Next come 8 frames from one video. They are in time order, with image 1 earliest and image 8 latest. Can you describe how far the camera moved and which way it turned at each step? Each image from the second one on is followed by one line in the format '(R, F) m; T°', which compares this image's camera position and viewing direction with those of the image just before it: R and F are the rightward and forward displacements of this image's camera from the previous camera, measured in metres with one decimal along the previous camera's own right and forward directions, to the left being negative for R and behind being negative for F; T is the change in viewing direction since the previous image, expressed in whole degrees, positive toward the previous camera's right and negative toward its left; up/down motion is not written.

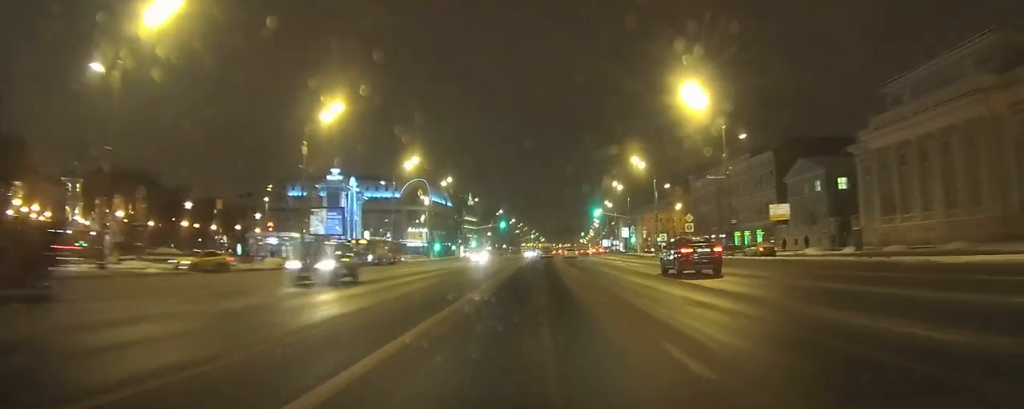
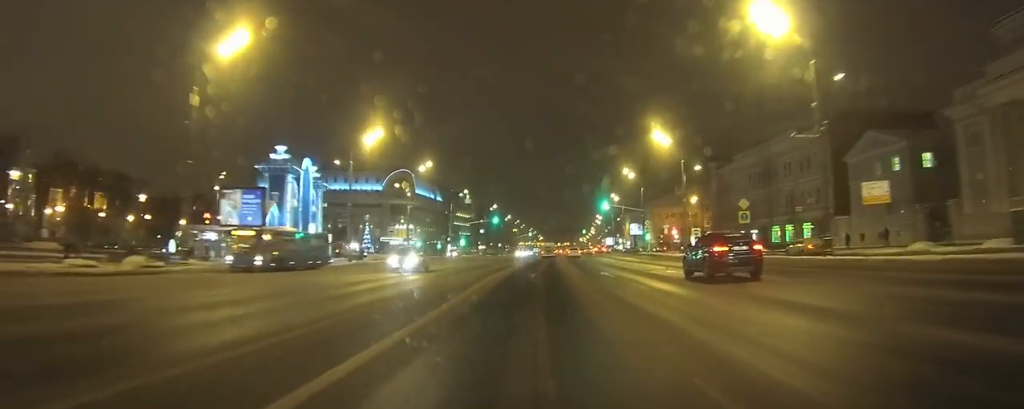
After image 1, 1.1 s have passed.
(+0.1, +17.8) m; +1°
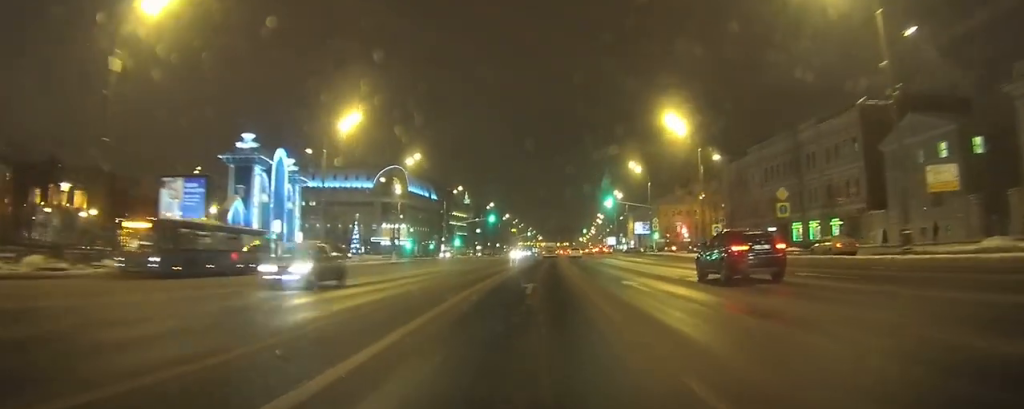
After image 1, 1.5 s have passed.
(0.0, +7.4) m; 0°
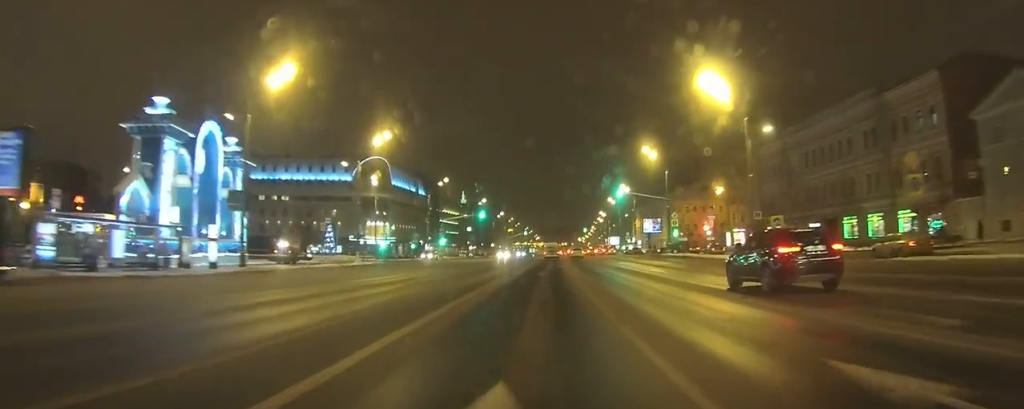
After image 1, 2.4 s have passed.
(0.0, +13.6) m; 0°
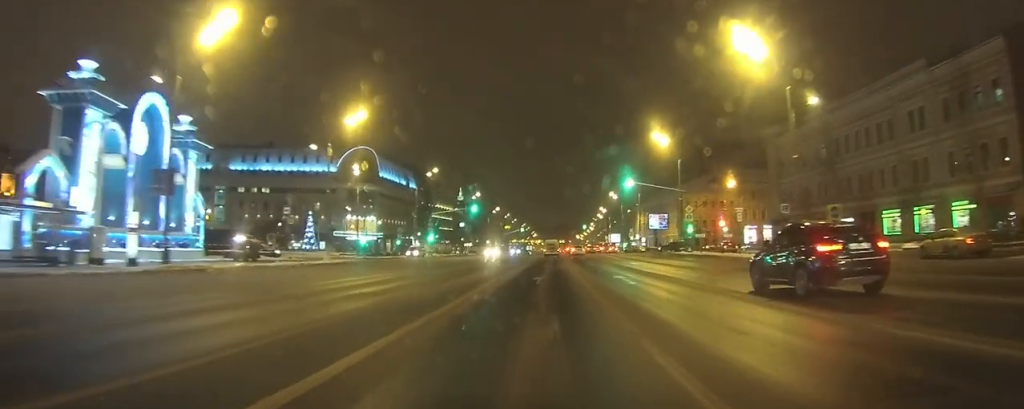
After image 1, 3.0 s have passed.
(0.0, +7.3) m; 0°
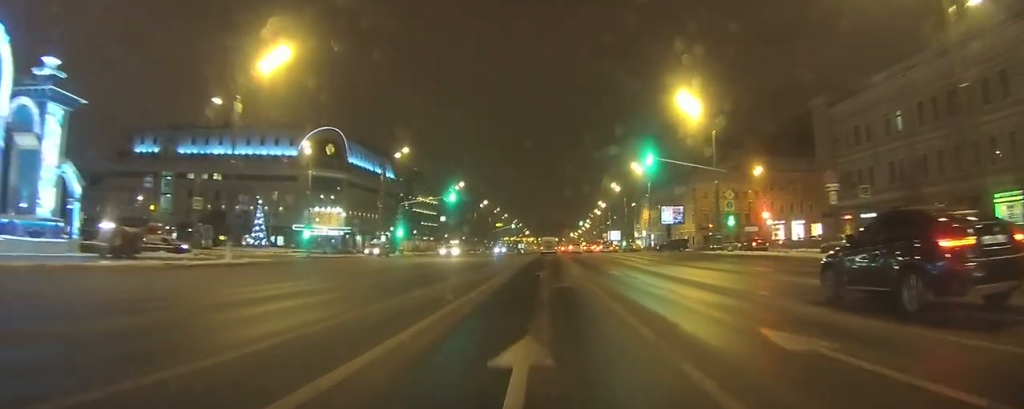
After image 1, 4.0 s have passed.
(+0.1, +13.1) m; +1°
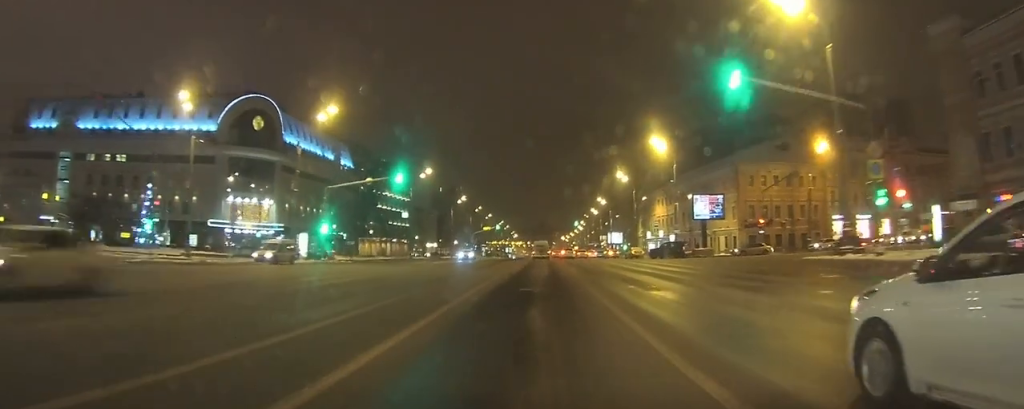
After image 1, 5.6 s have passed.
(+0.1, +19.1) m; +1°
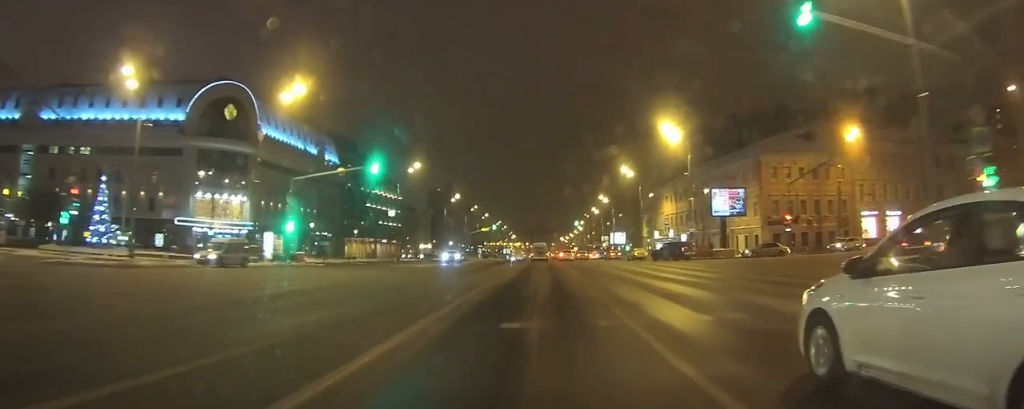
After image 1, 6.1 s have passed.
(0.0, +6.5) m; 0°
